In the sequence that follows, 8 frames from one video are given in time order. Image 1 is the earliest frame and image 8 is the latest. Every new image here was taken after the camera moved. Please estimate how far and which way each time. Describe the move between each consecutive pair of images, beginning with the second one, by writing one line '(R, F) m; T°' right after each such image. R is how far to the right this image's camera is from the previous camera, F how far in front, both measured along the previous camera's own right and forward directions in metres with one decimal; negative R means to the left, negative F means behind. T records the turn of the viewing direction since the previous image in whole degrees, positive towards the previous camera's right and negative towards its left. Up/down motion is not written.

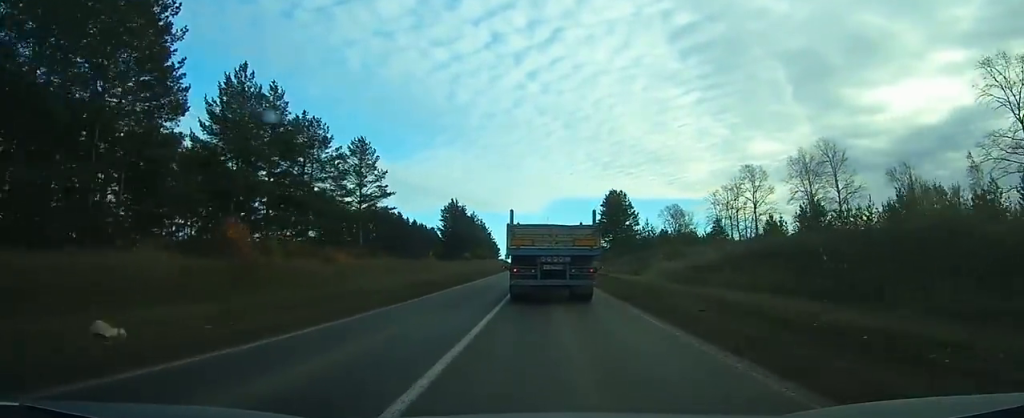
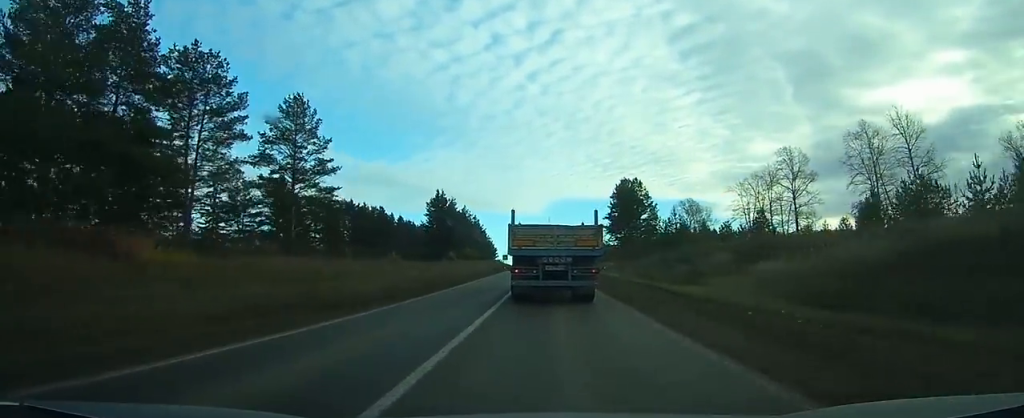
(+0.1, +20.5) m; 0°
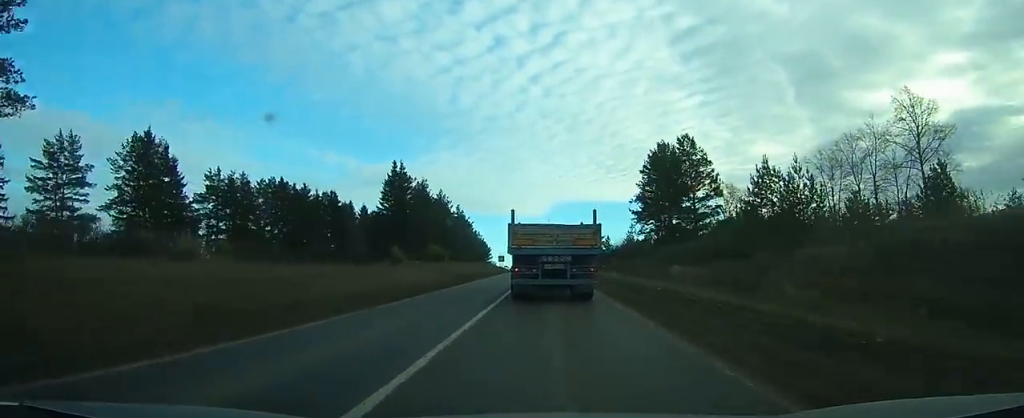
(0.0, +38.7) m; 0°
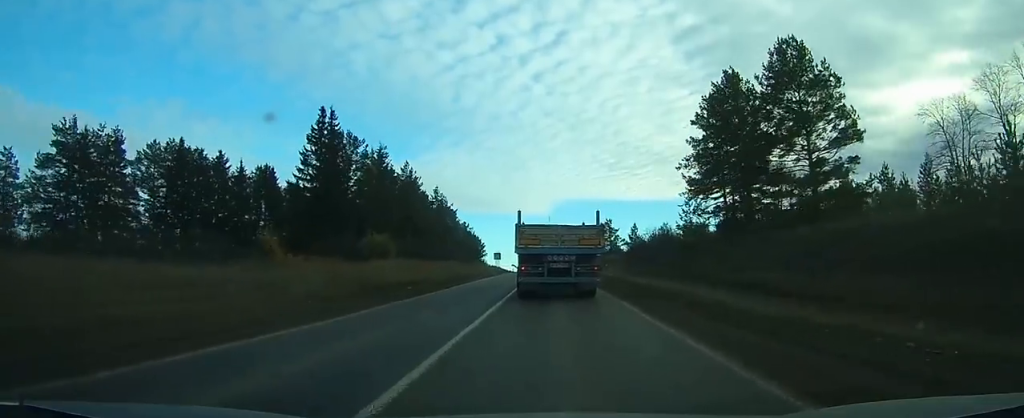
(0.0, +31.3) m; 0°
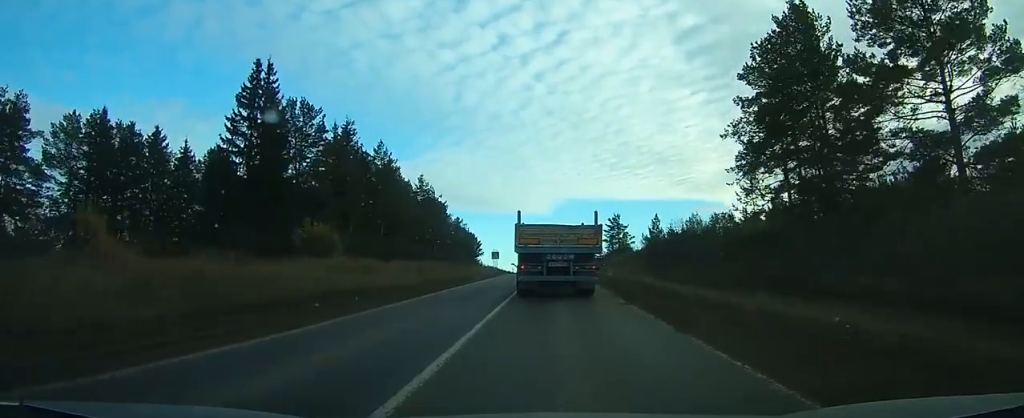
(0.0, +15.0) m; 0°
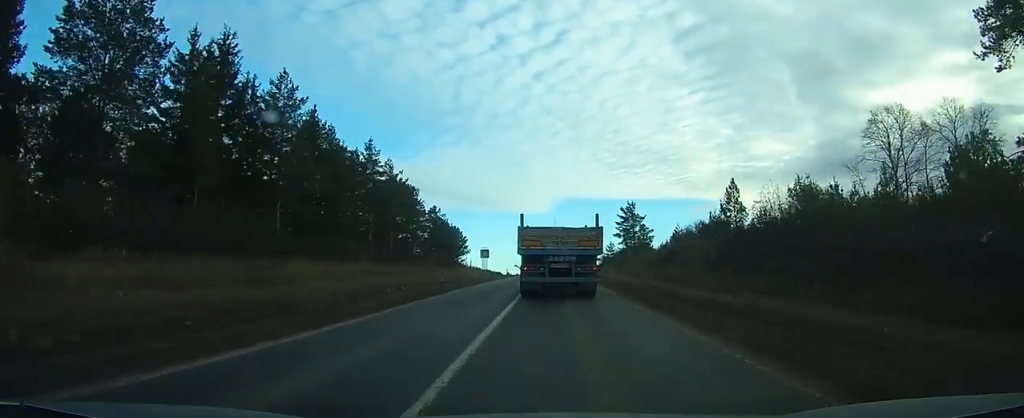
(-0.1, +28.0) m; 0°
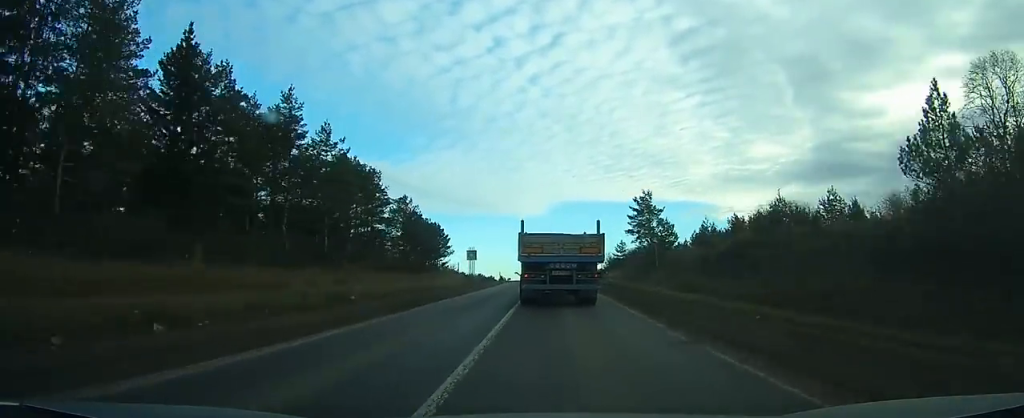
(+0.1, +21.8) m; 0°
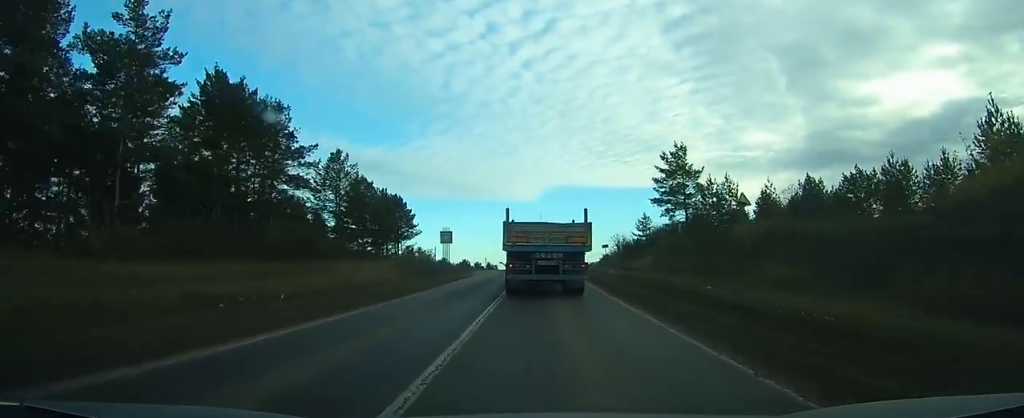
(+0.1, +28.3) m; 0°
